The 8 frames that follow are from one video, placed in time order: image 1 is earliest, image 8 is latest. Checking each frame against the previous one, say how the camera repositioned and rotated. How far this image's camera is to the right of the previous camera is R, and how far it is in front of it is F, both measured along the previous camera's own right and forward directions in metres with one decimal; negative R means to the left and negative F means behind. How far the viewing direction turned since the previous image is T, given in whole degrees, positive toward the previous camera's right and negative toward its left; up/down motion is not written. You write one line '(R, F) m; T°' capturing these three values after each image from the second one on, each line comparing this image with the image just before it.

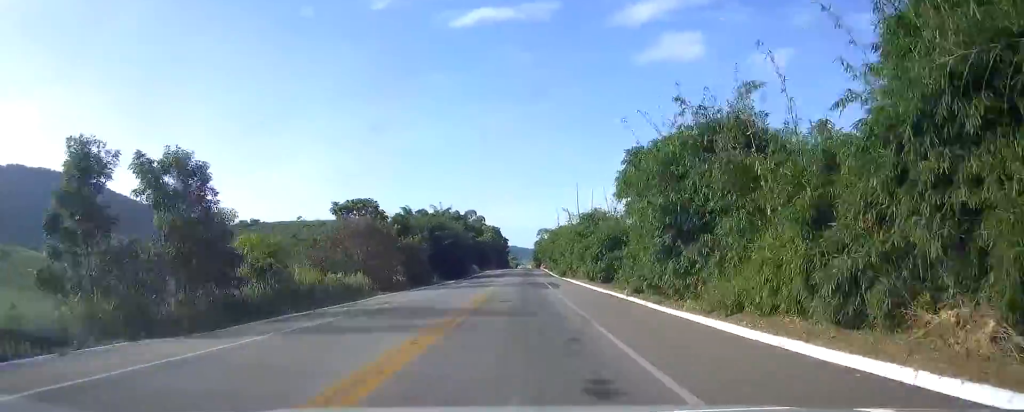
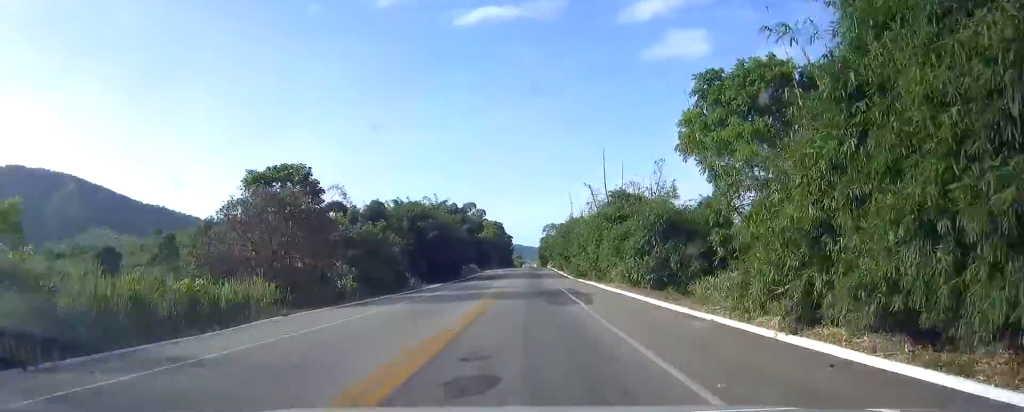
(-0.1, +18.5) m; 0°
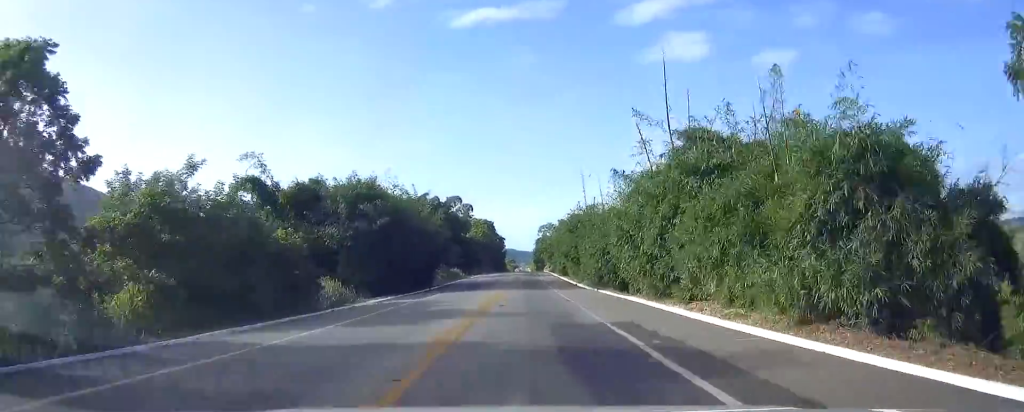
(-0.1, +22.8) m; 0°
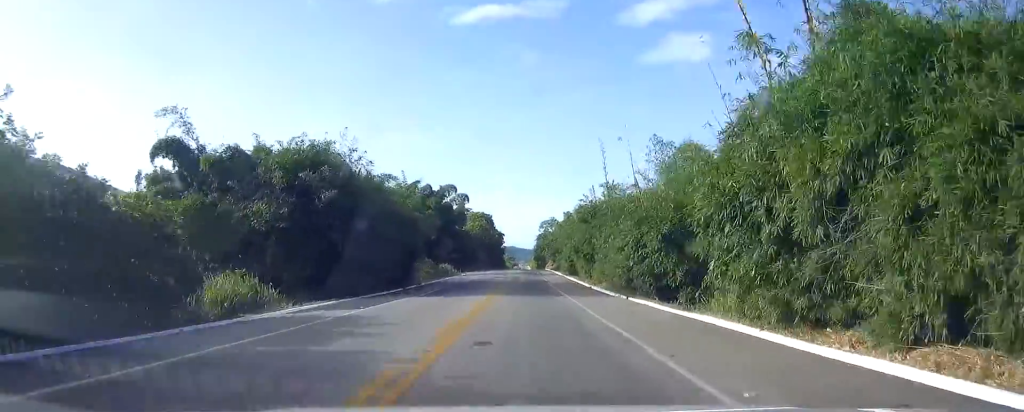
(0.0, +13.6) m; 0°
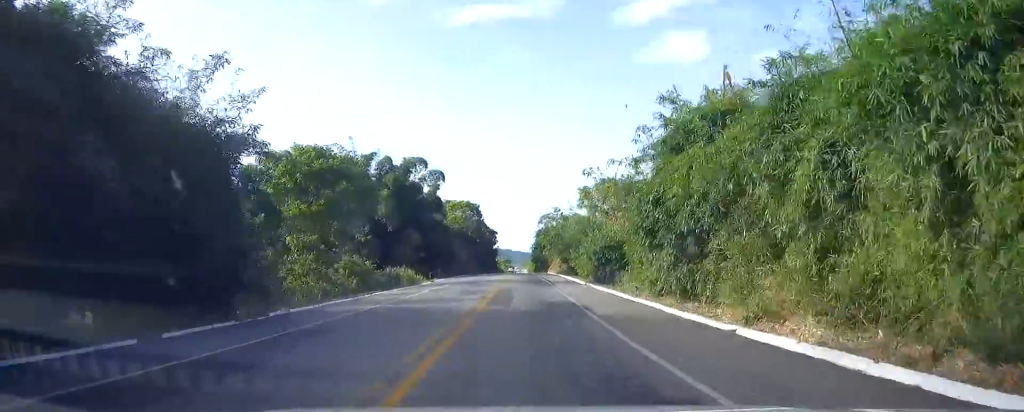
(0.0, +34.7) m; 0°
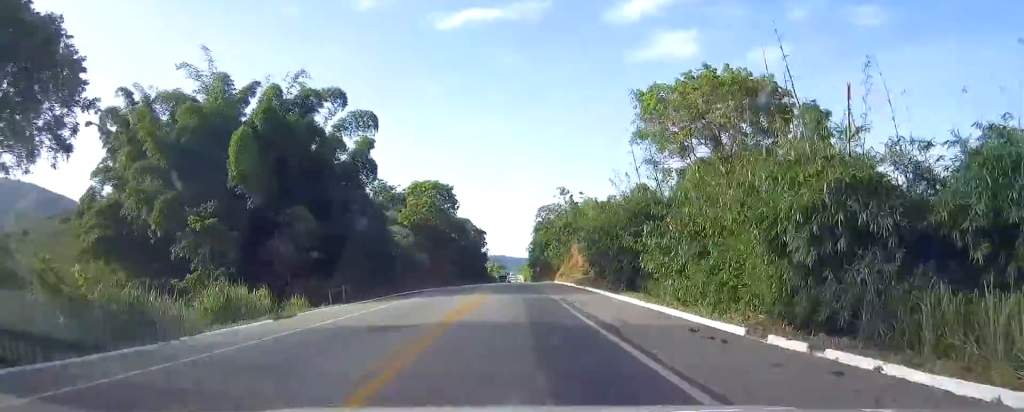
(+0.3, +41.1) m; 0°
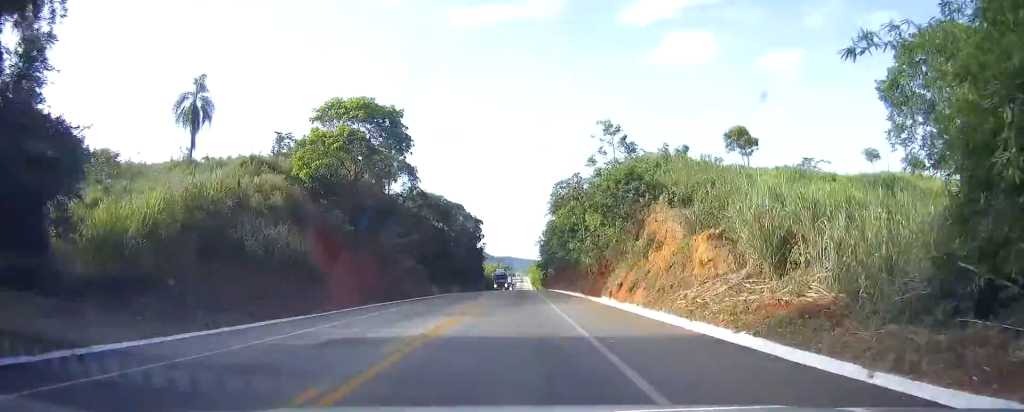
(-0.2, +45.2) m; 0°
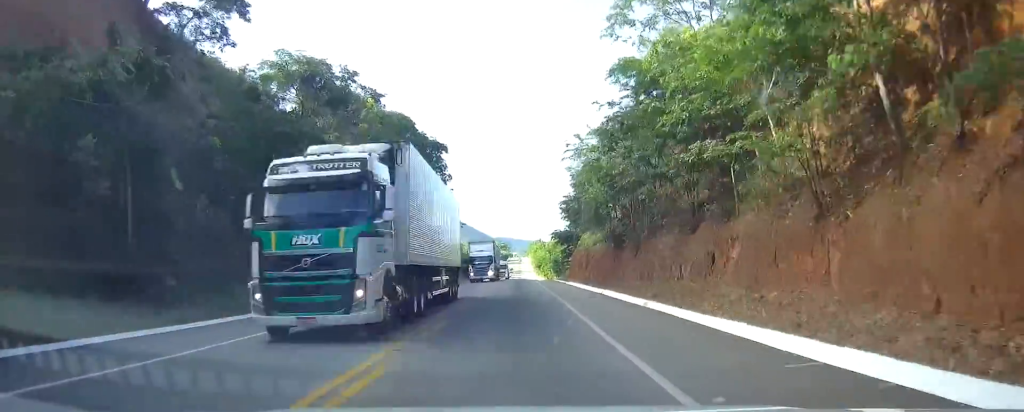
(+0.2, +70.3) m; 0°
